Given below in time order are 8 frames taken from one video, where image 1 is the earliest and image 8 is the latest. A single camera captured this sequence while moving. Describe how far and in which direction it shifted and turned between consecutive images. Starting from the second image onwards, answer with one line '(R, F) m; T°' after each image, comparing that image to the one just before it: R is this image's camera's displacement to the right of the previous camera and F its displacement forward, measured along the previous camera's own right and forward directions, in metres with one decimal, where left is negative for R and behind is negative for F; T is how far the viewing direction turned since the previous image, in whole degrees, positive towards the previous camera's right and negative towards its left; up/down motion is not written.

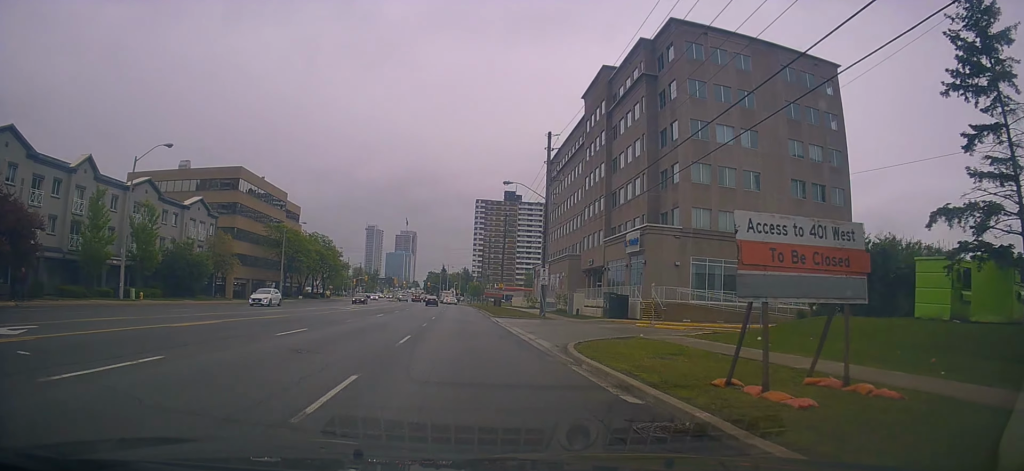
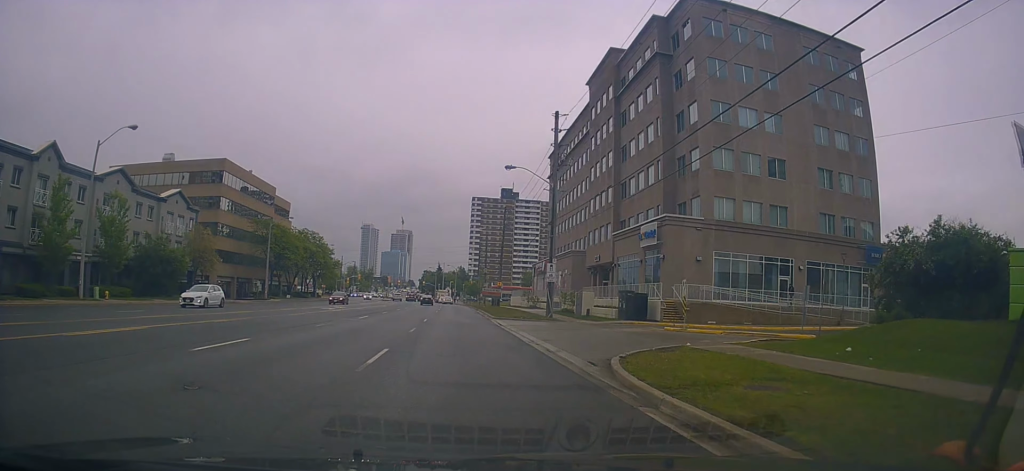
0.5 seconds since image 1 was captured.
(+0.1, +5.1) m; 0°
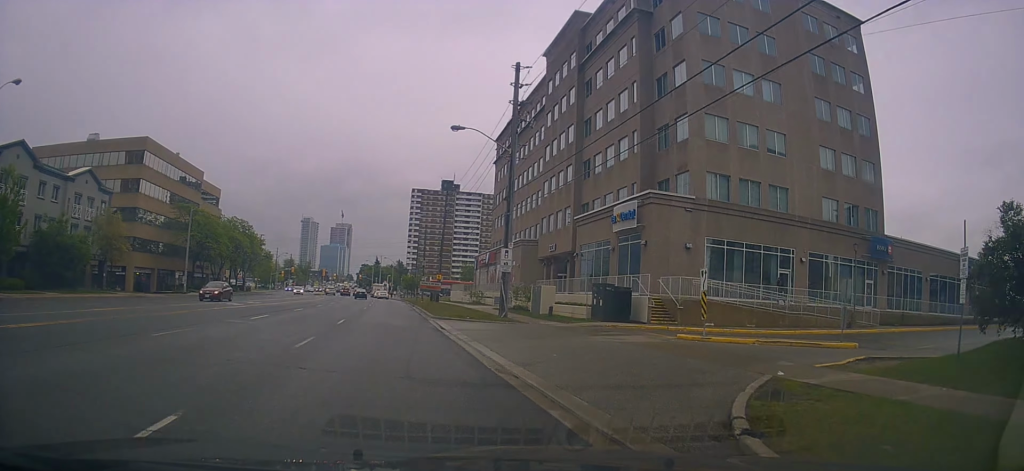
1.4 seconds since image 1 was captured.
(0.0, +9.2) m; +3°
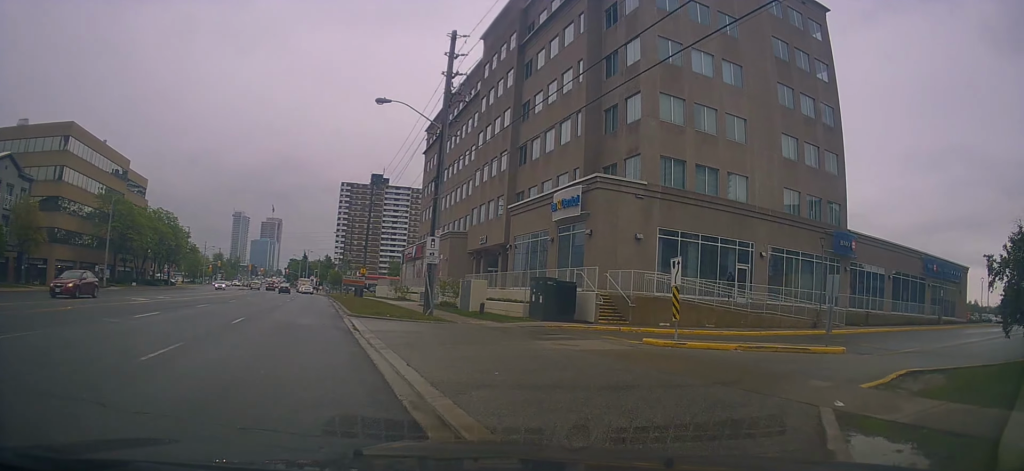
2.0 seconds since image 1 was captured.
(-0.1, +5.1) m; +5°
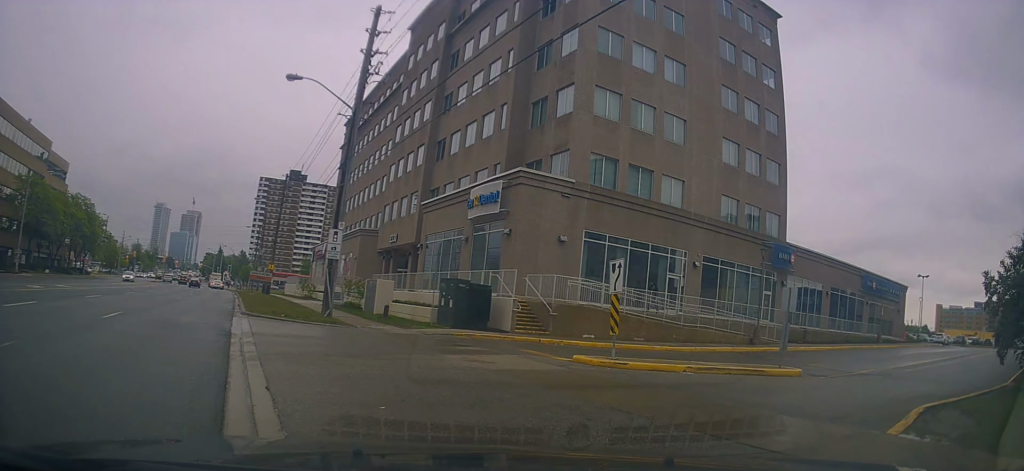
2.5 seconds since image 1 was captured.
(+0.3, +3.3) m; +10°
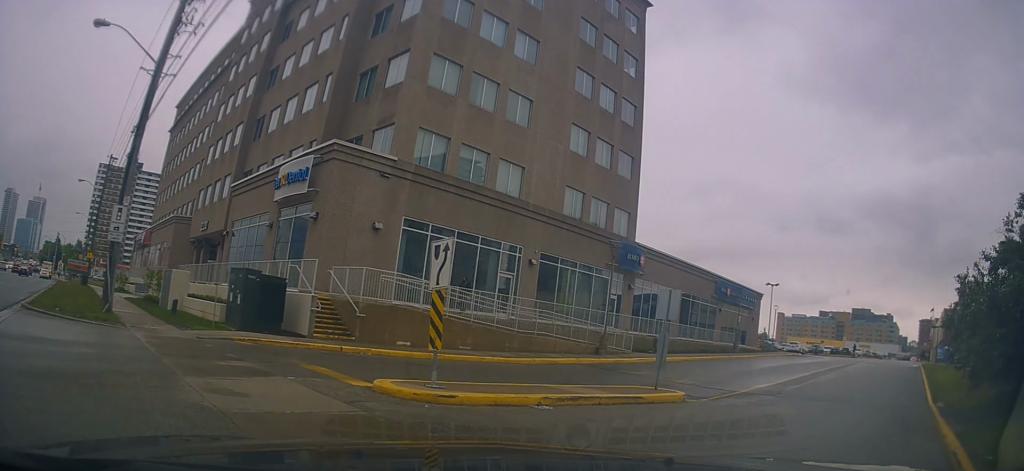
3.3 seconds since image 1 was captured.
(+0.6, +4.8) m; +21°
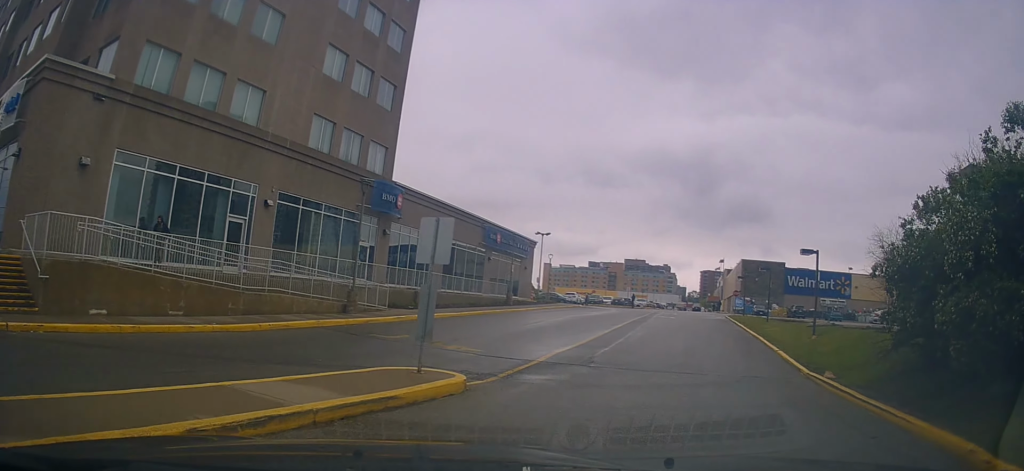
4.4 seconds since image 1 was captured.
(+1.6, +4.7) m; +30°
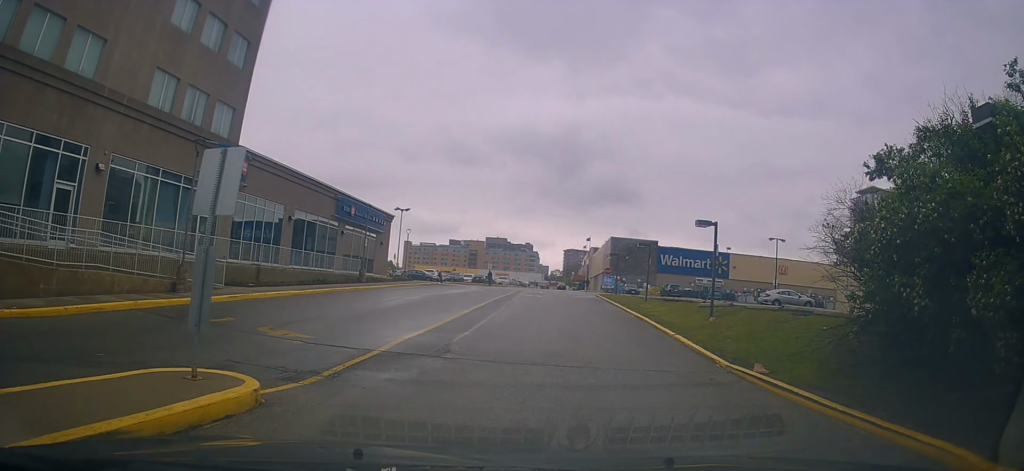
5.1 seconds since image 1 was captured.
(+0.3, +2.6) m; +12°
